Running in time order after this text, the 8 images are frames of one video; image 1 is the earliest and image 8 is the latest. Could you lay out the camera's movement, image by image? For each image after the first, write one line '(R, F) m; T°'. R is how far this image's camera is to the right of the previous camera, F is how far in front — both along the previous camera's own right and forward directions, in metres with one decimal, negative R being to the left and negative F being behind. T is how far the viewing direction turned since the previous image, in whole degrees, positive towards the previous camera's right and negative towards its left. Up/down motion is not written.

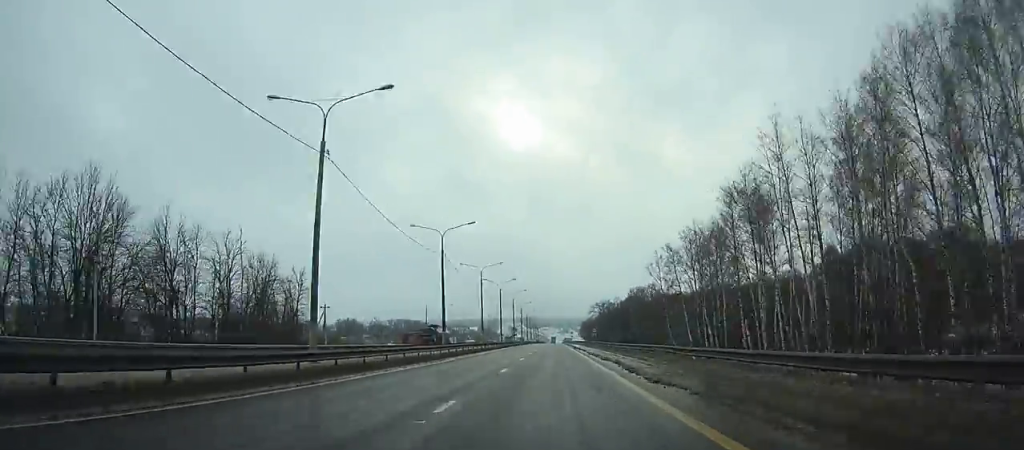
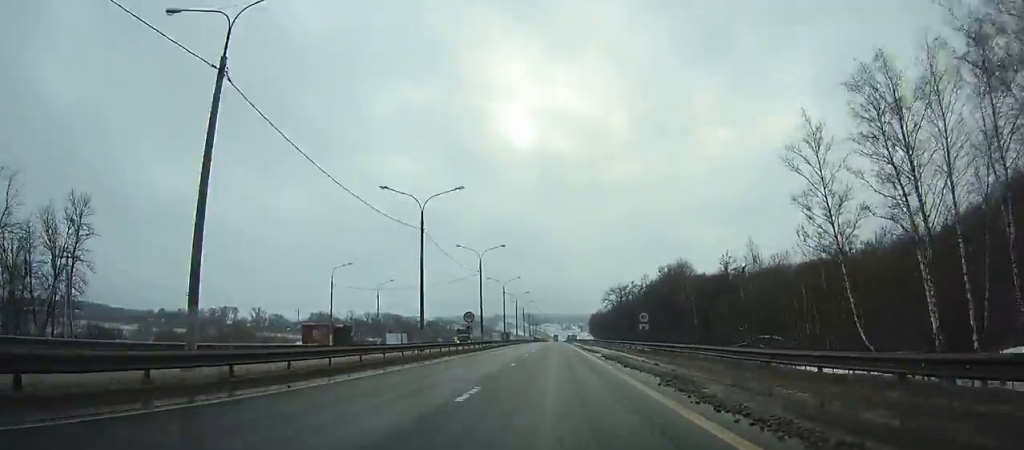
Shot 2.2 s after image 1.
(+0.1, +58.4) m; 0°
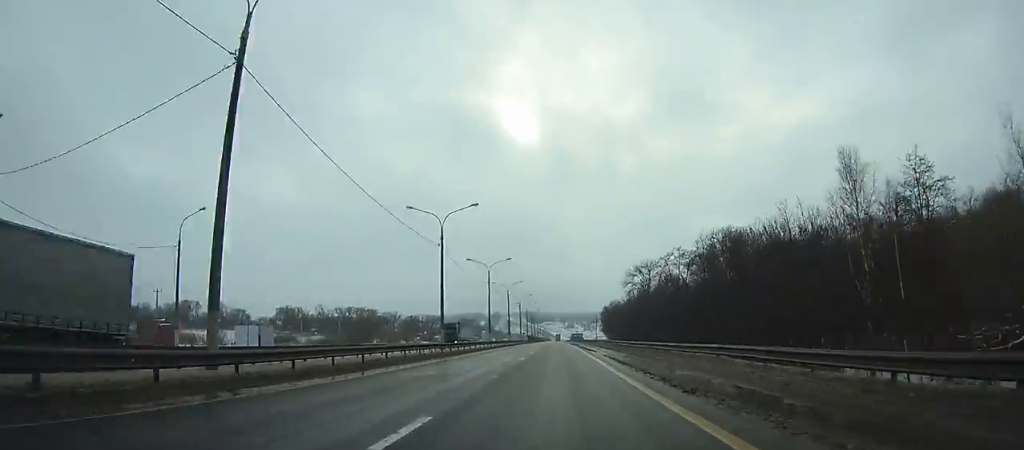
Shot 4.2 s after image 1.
(0.0, +52.8) m; 0°
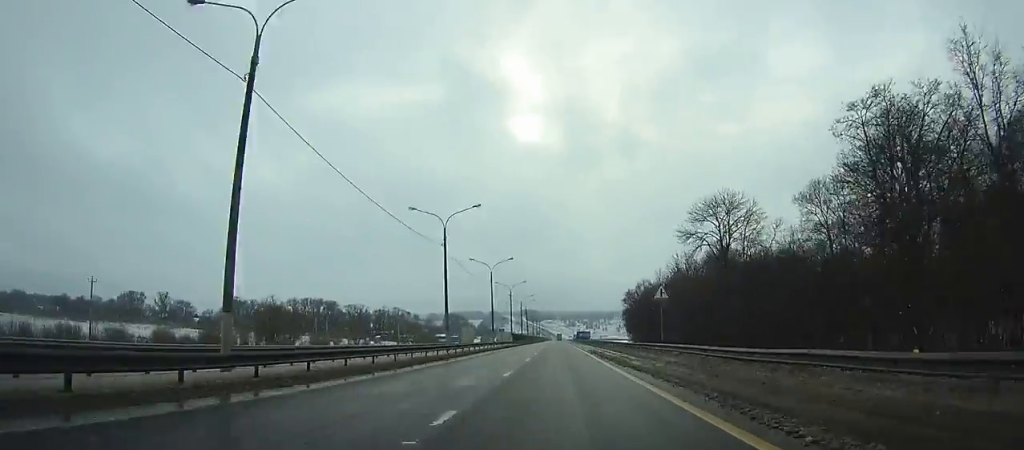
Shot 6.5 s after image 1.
(-0.1, +60.2) m; 0°
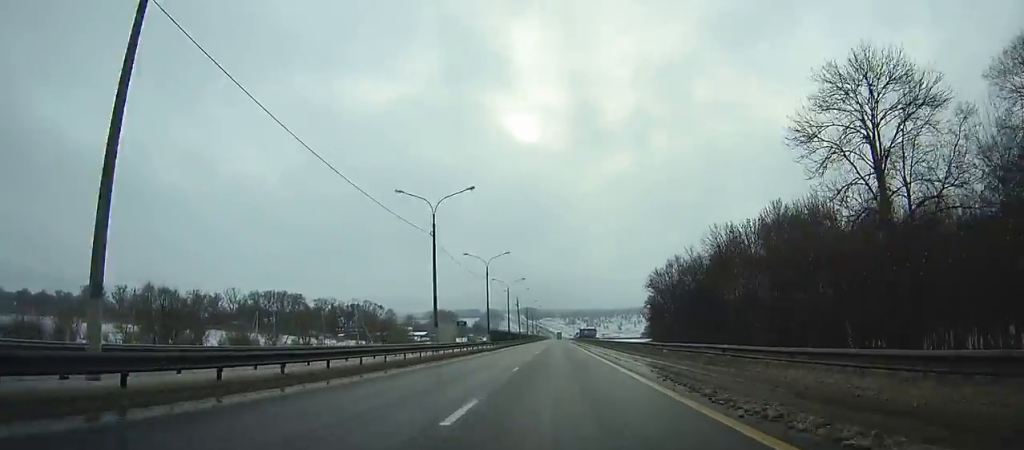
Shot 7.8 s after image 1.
(0.0, +34.0) m; 0°
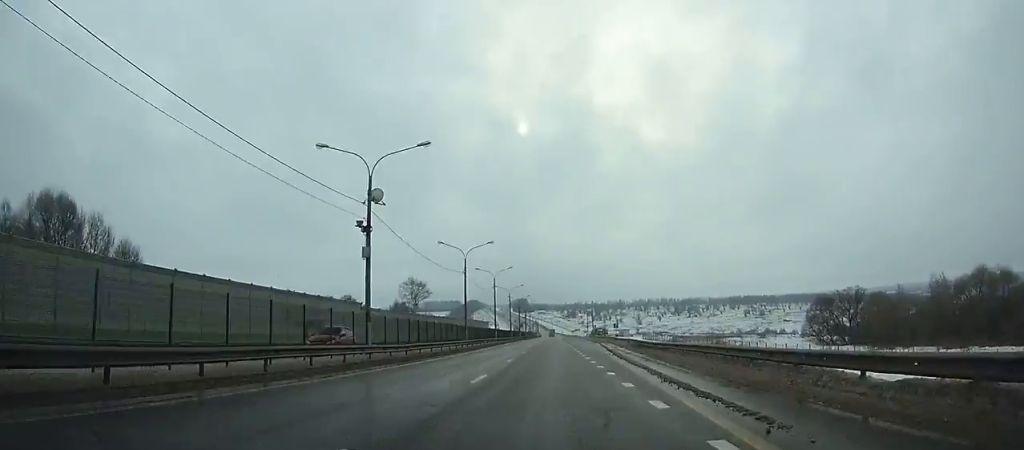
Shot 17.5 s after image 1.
(+0.1, +252.8) m; 0°
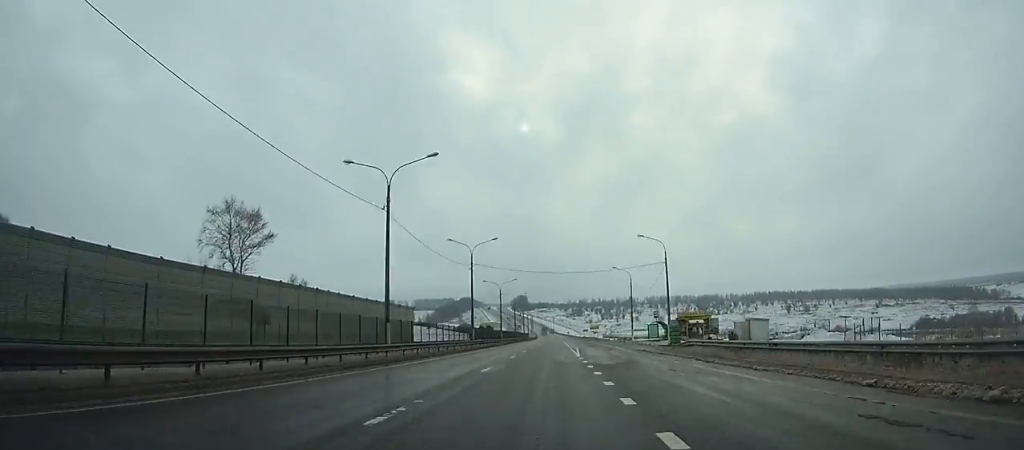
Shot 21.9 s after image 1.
(-0.1, +114.5) m; 0°
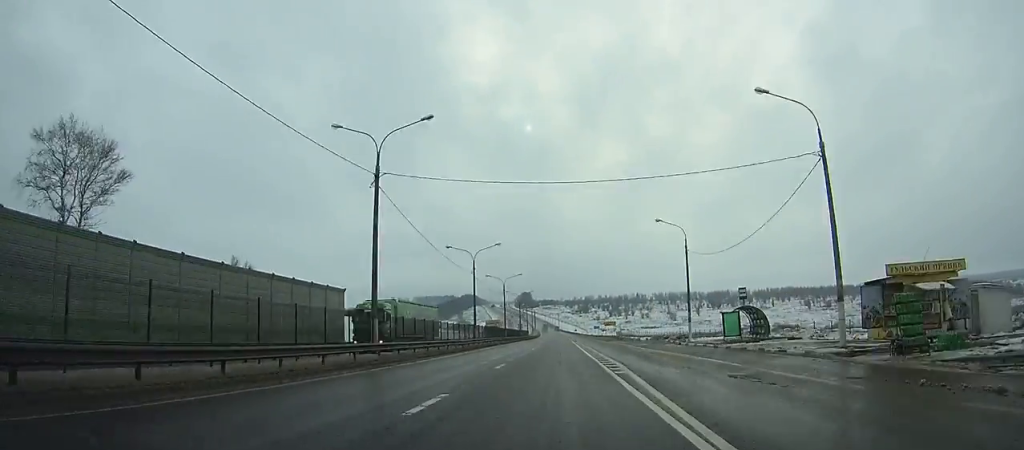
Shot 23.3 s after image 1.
(0.0, +36.5) m; 0°
